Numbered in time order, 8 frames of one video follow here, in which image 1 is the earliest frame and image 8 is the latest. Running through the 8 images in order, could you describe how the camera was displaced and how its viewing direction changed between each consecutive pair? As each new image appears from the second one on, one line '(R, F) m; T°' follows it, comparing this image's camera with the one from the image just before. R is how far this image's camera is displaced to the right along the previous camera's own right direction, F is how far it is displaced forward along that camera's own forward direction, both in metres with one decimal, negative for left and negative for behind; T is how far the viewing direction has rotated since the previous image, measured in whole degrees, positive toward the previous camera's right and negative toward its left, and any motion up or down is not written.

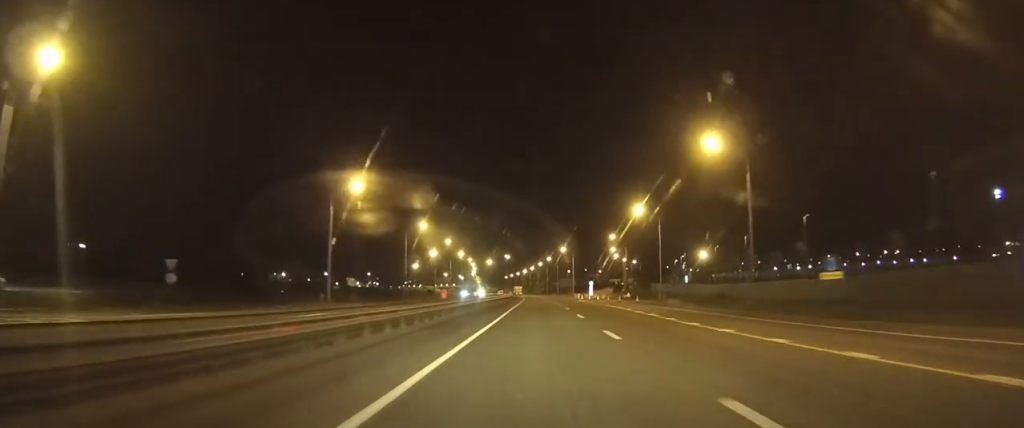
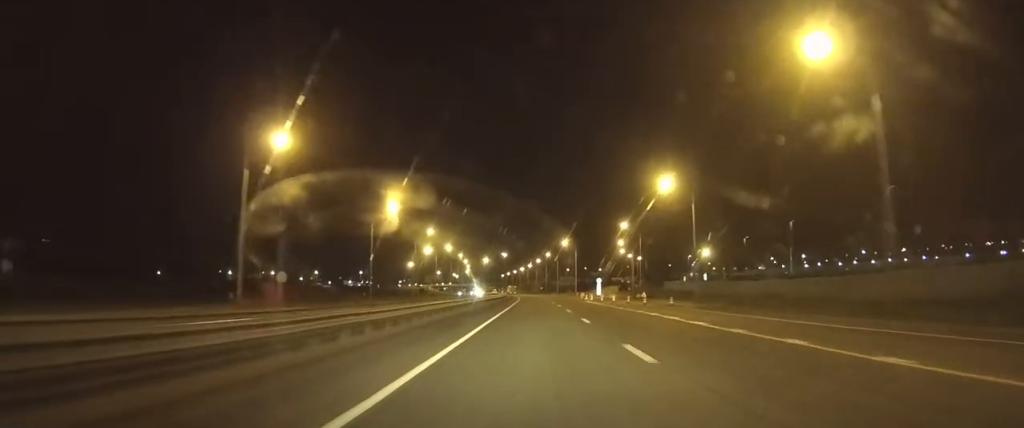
(0.0, +17.2) m; 0°
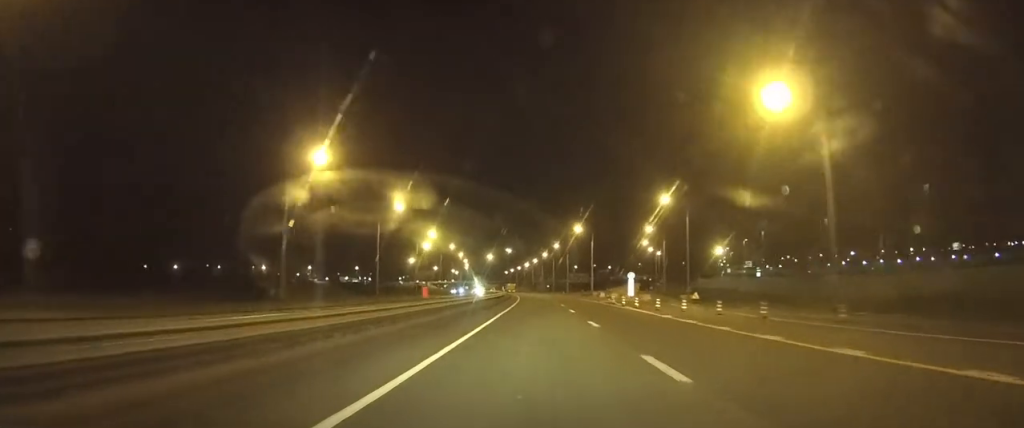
(-0.1, +26.3) m; -1°
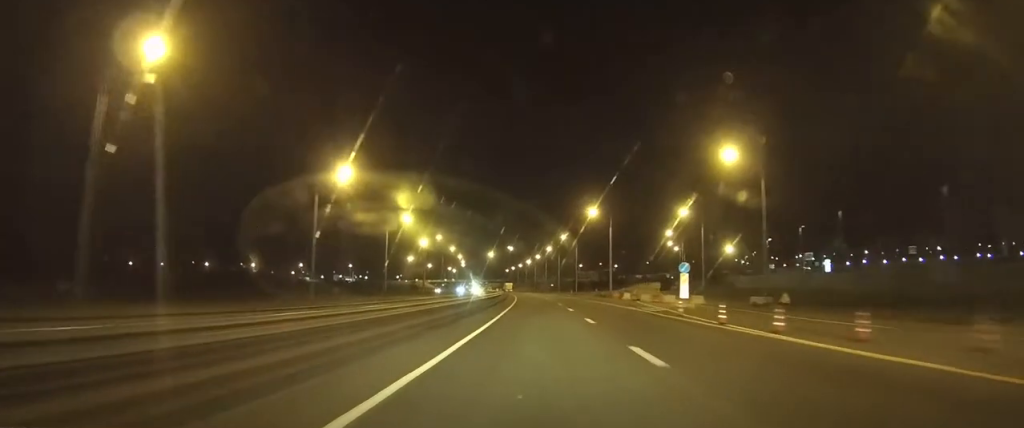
(-0.1, +22.2) m; 0°
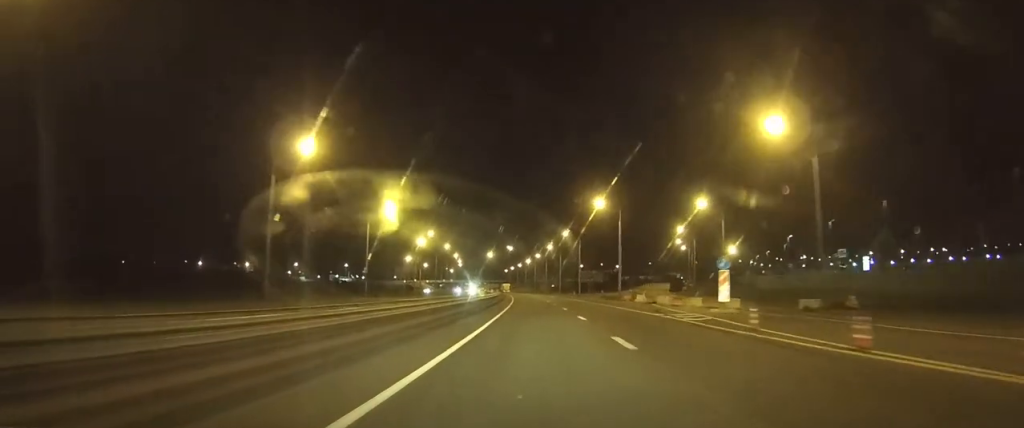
(0.0, +9.1) m; 0°
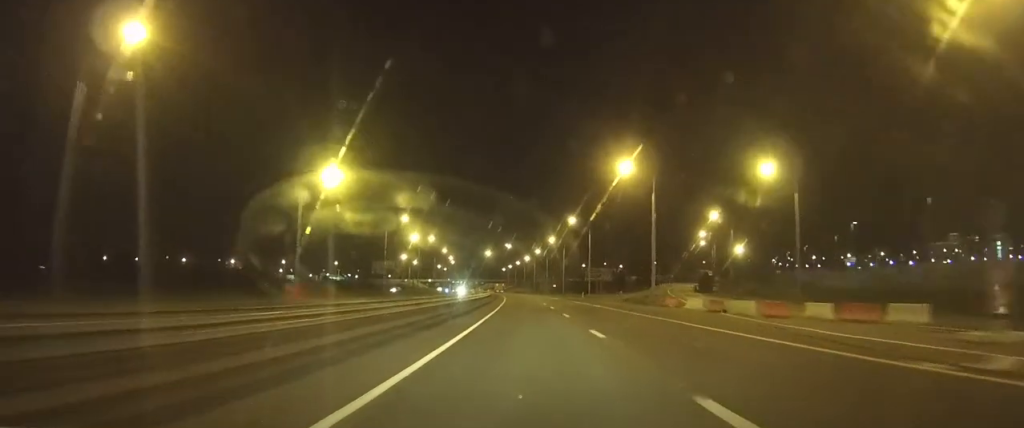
(0.0, +20.9) m; 0°
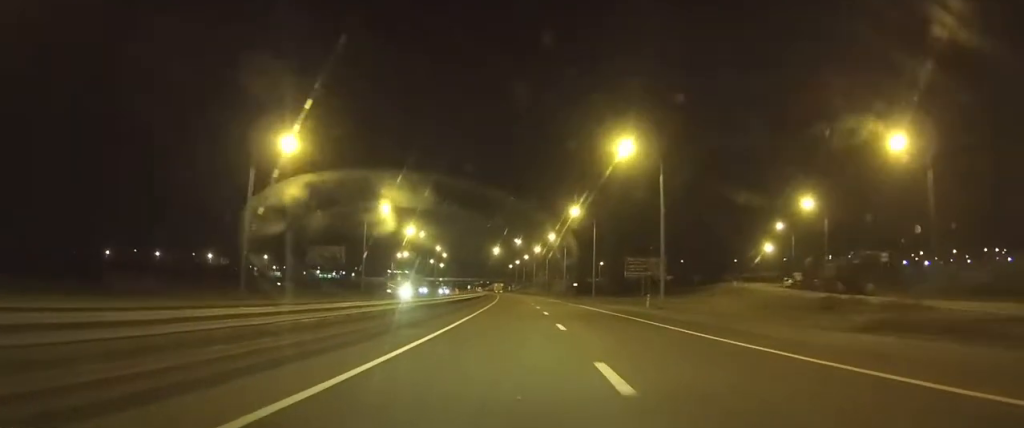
(-0.3, +44.0) m; -1°
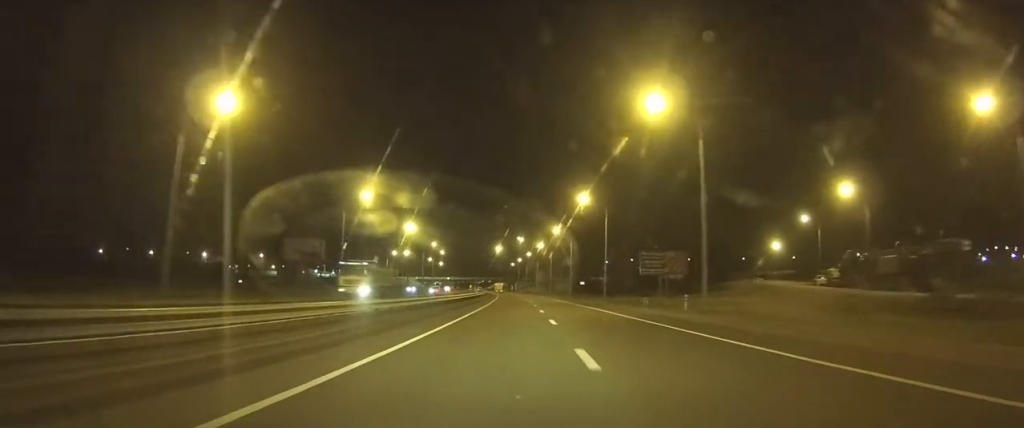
(0.0, +9.8) m; 0°
